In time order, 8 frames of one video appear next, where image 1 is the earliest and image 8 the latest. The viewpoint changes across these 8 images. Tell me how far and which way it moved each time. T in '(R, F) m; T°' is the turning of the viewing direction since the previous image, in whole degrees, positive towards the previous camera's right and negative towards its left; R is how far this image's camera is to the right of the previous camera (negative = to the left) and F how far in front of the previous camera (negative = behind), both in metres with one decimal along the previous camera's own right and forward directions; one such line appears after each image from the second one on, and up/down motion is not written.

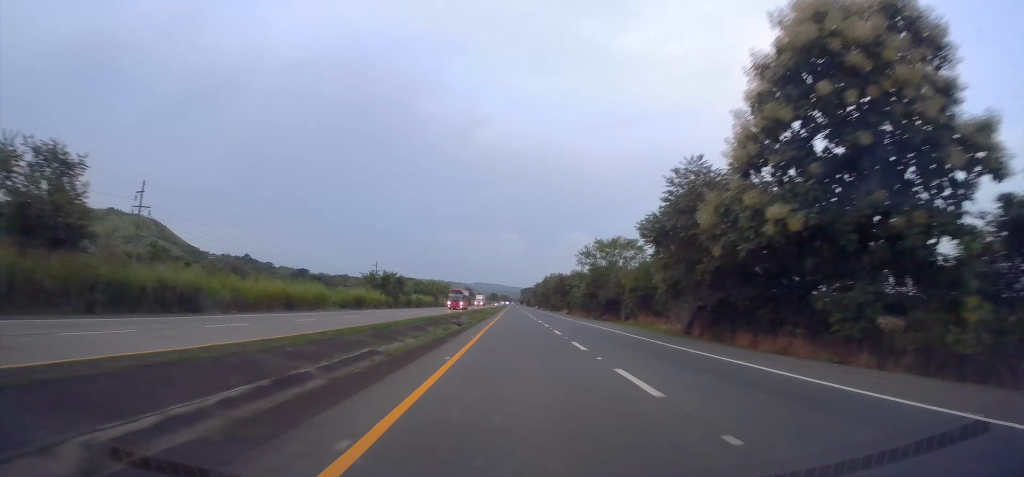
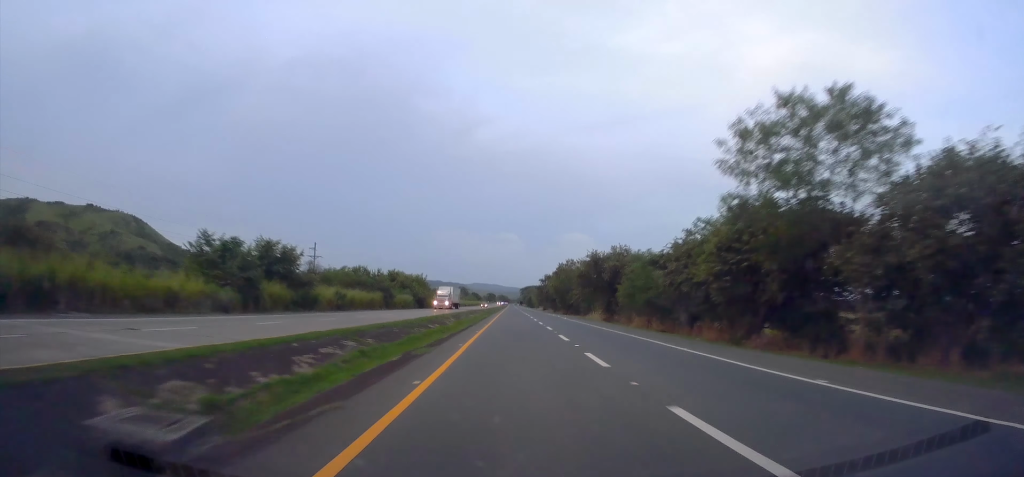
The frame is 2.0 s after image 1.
(0.0, +45.3) m; 0°
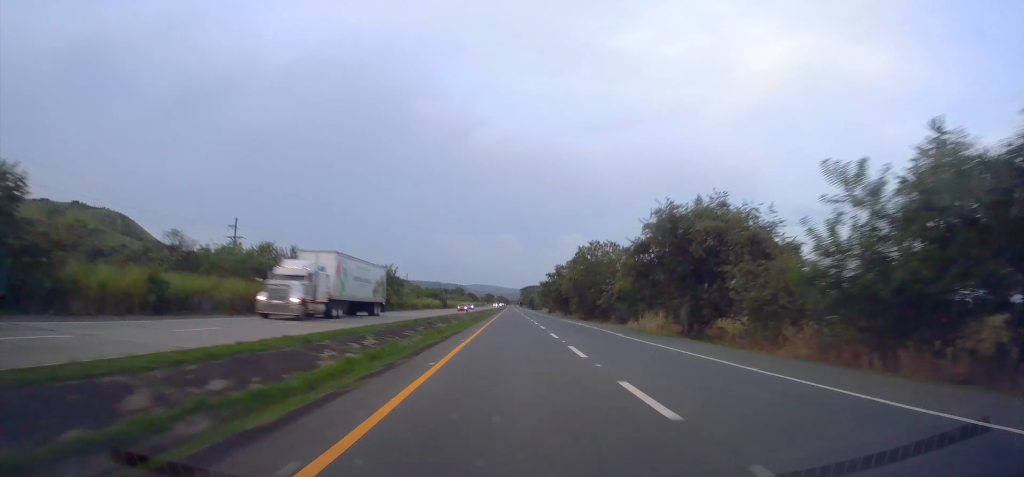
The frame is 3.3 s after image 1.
(+0.1, +30.8) m; 0°
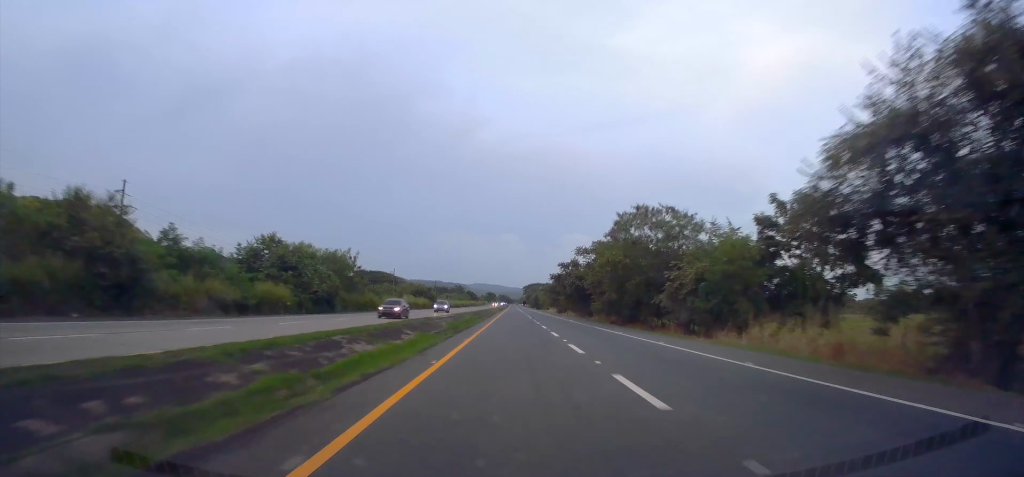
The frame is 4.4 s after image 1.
(-0.2, +25.2) m; 0°
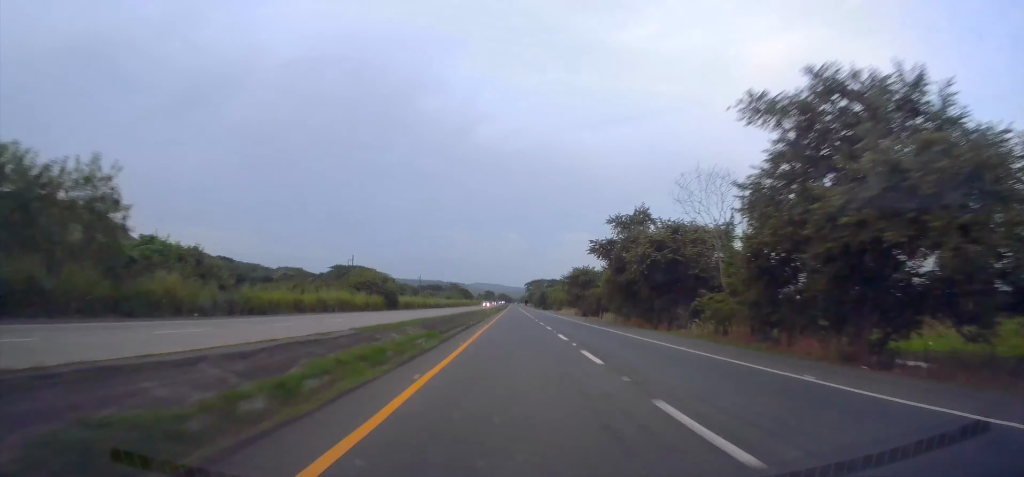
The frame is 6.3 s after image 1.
(+0.5, +44.5) m; 0°
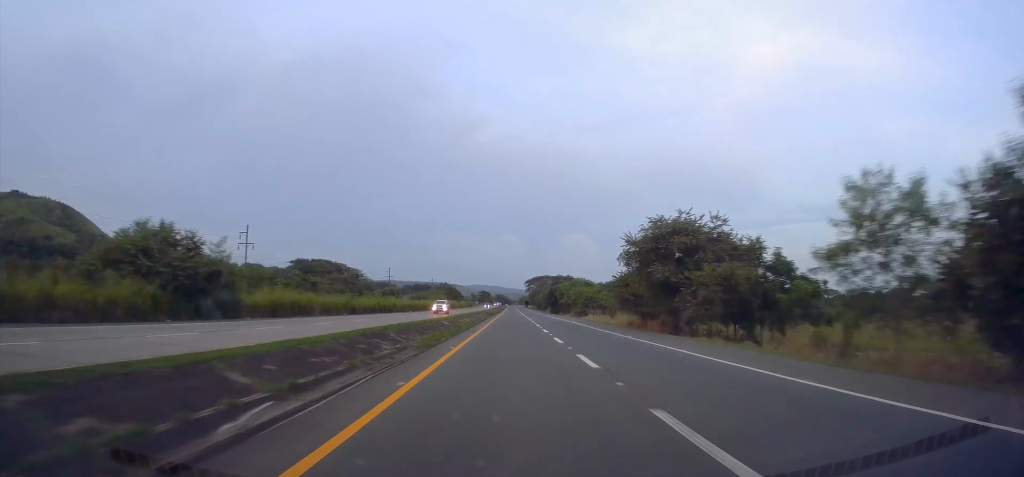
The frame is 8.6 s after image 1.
(-0.1, +51.7) m; -1°
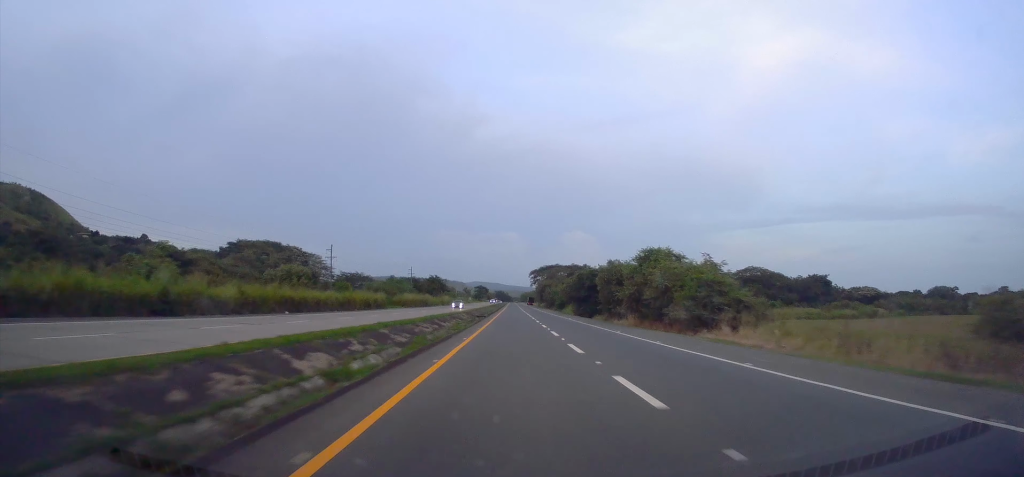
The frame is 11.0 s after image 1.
(-0.3, +54.9) m; 0°
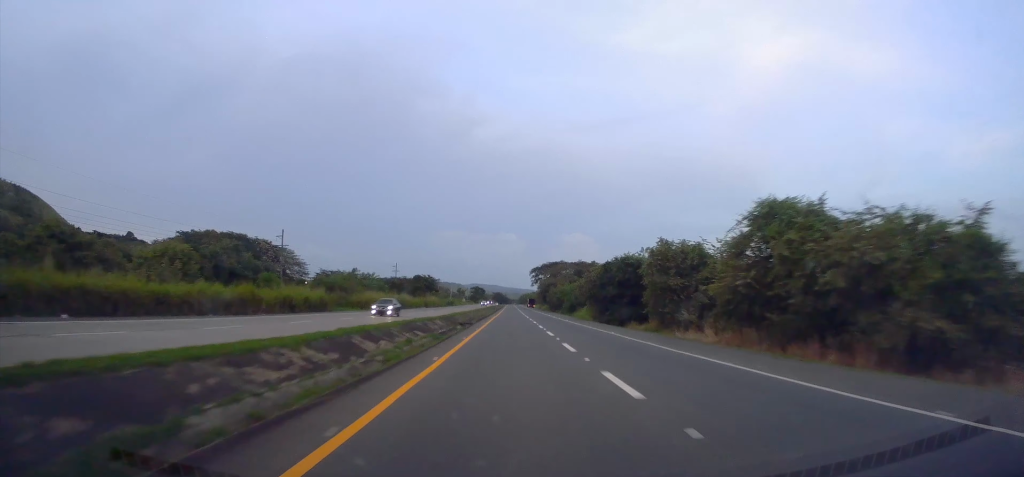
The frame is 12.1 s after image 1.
(+0.4, +24.5) m; 0°
